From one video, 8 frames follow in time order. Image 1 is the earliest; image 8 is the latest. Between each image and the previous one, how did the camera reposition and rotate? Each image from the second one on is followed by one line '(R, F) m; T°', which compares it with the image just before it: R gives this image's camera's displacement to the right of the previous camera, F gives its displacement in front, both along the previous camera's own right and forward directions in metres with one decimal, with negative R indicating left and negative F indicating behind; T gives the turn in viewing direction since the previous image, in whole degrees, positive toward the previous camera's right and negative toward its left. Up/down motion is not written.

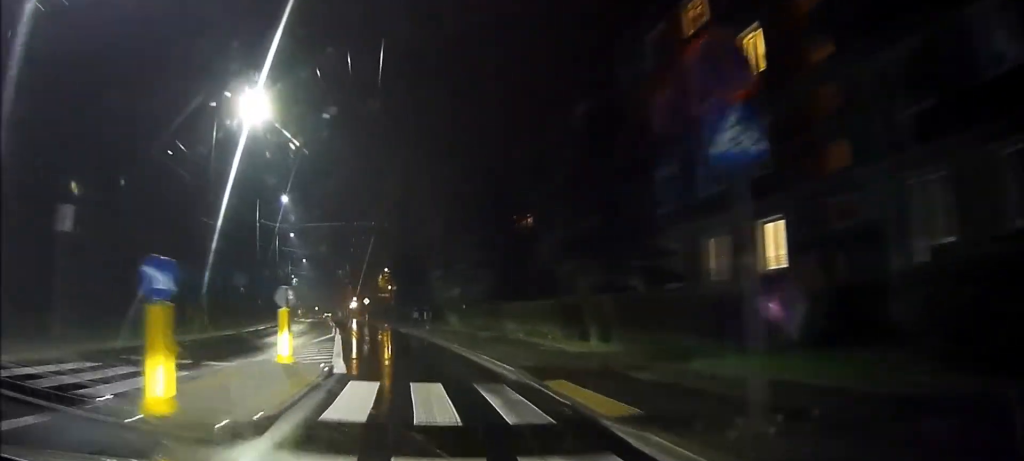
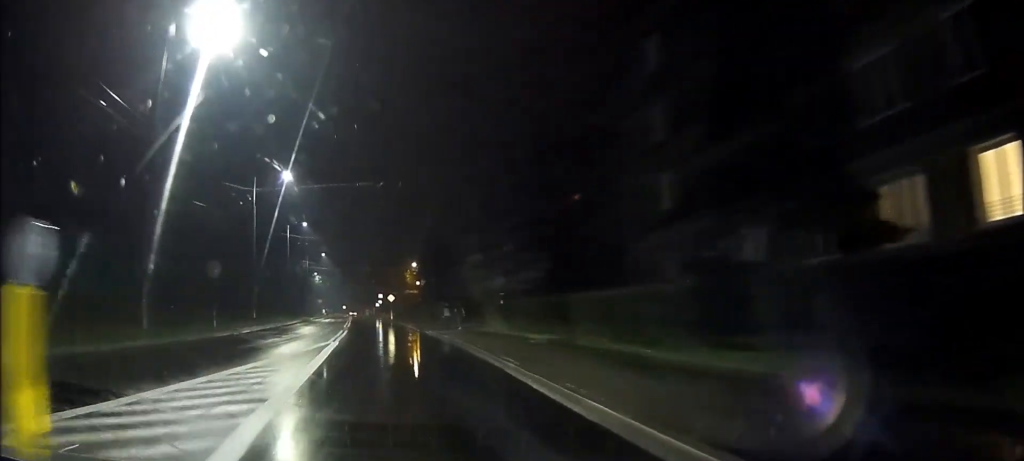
(-0.3, +9.5) m; -2°
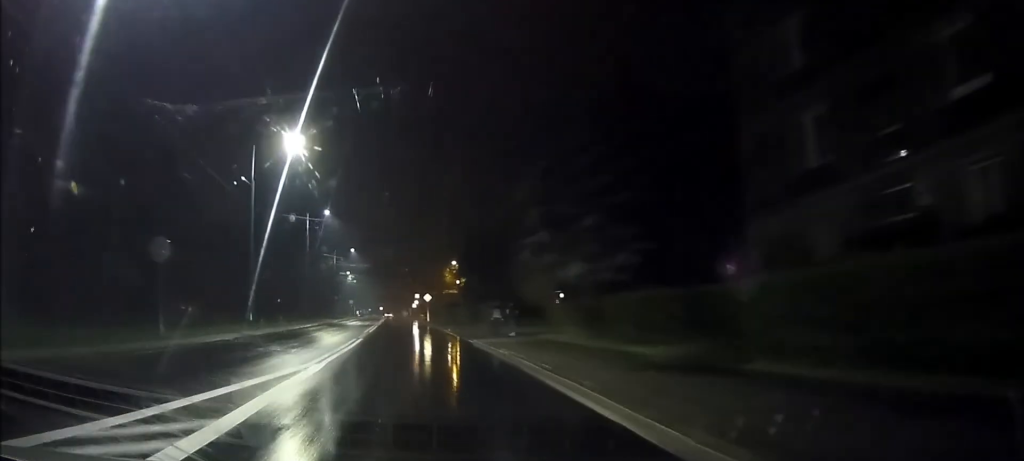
(-0.2, +9.8) m; -1°
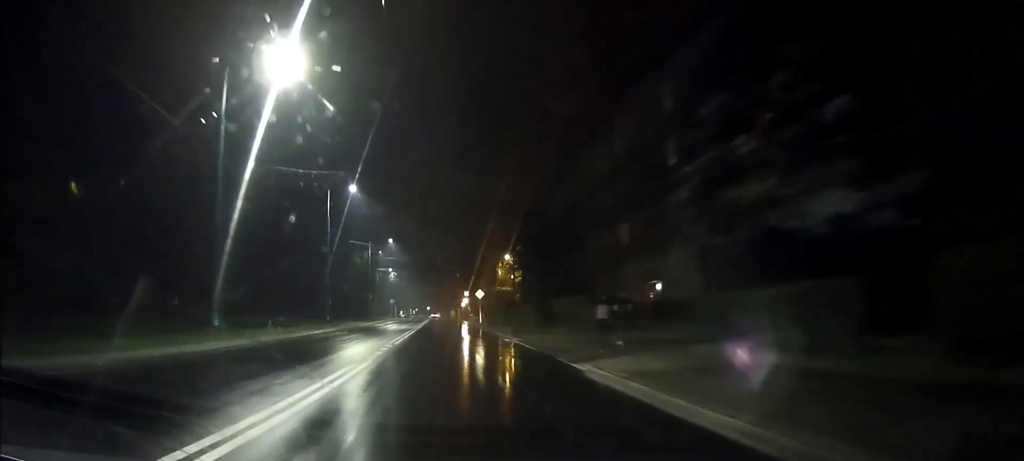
(0.0, +12.9) m; +1°
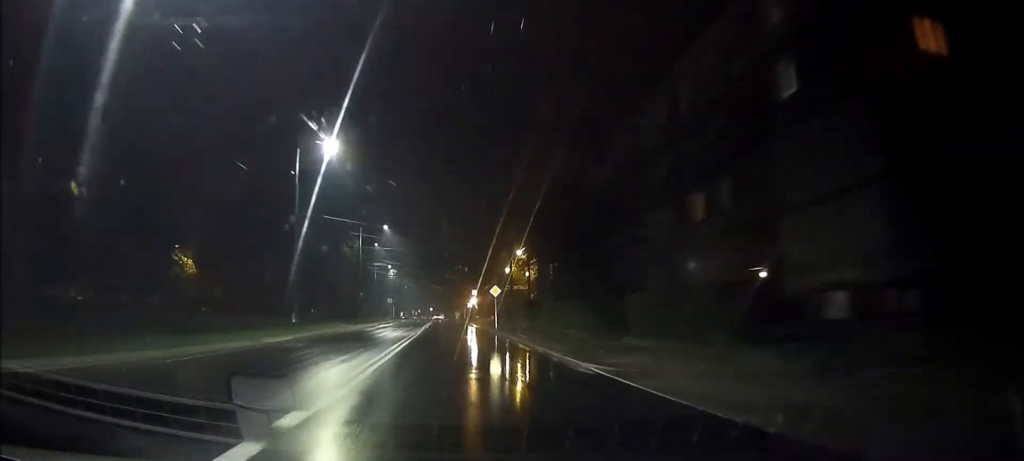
(+0.2, +13.0) m; +1°
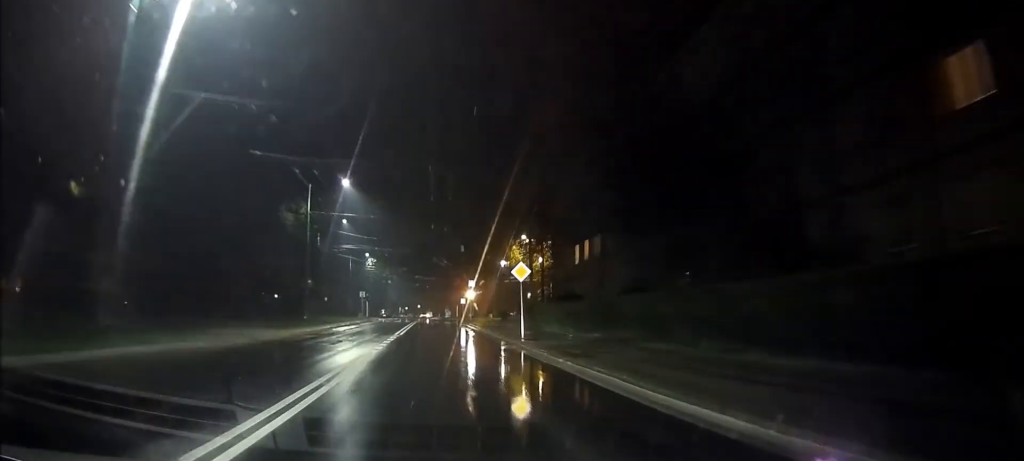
(0.0, +20.5) m; 0°
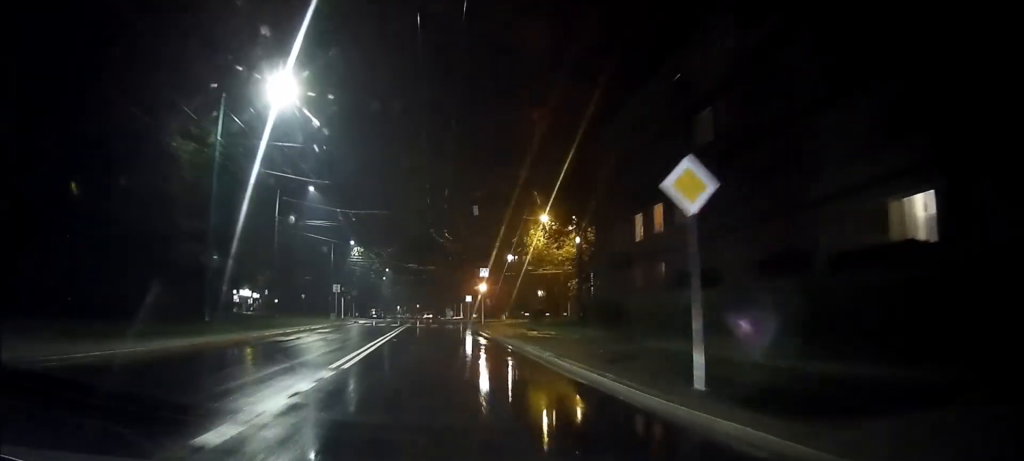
(0.0, +17.0) m; -1°
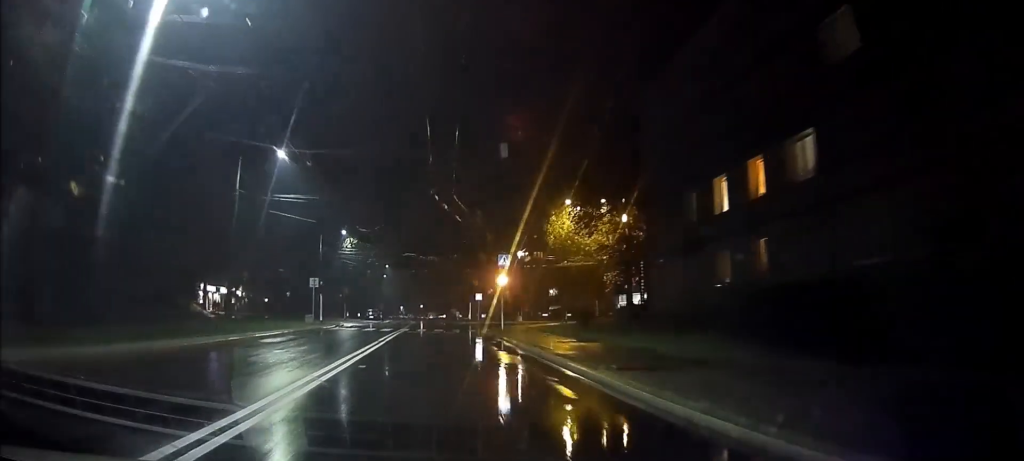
(-0.1, +9.7) m; 0°
